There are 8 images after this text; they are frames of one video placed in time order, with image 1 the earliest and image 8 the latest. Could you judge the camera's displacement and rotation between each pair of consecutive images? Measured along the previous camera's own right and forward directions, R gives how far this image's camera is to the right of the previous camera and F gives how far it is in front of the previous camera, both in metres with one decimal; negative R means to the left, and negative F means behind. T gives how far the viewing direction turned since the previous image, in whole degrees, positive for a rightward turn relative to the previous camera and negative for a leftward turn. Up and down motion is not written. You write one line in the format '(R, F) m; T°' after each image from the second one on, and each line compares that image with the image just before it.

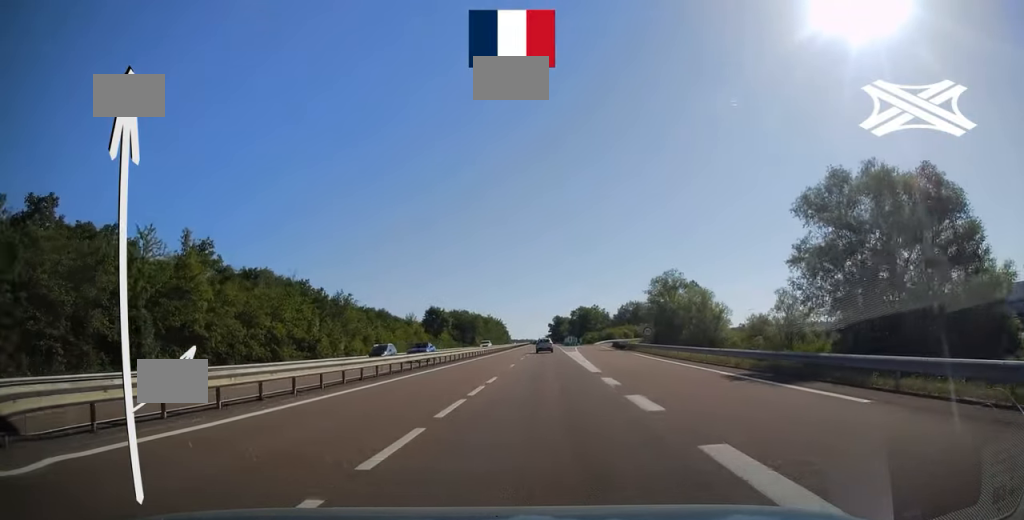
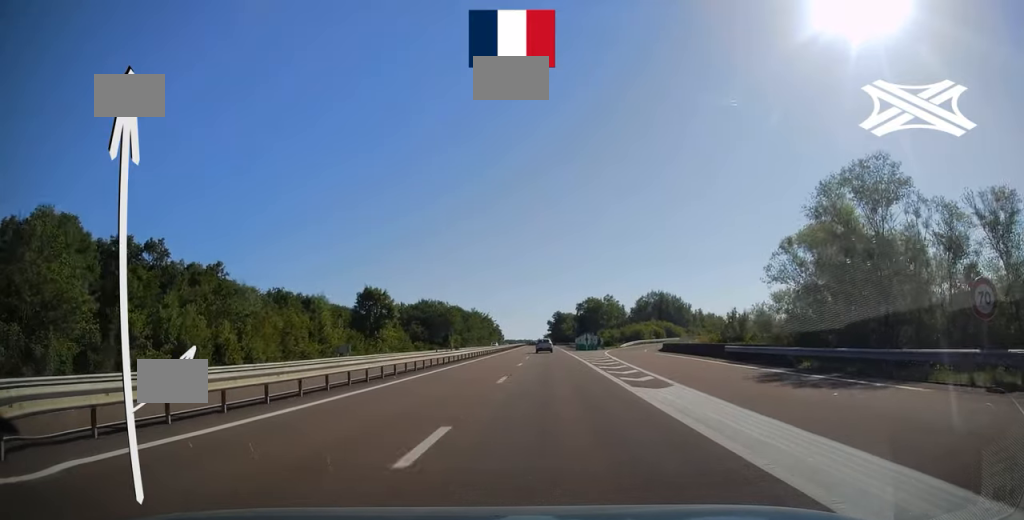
(-0.1, +50.4) m; 0°
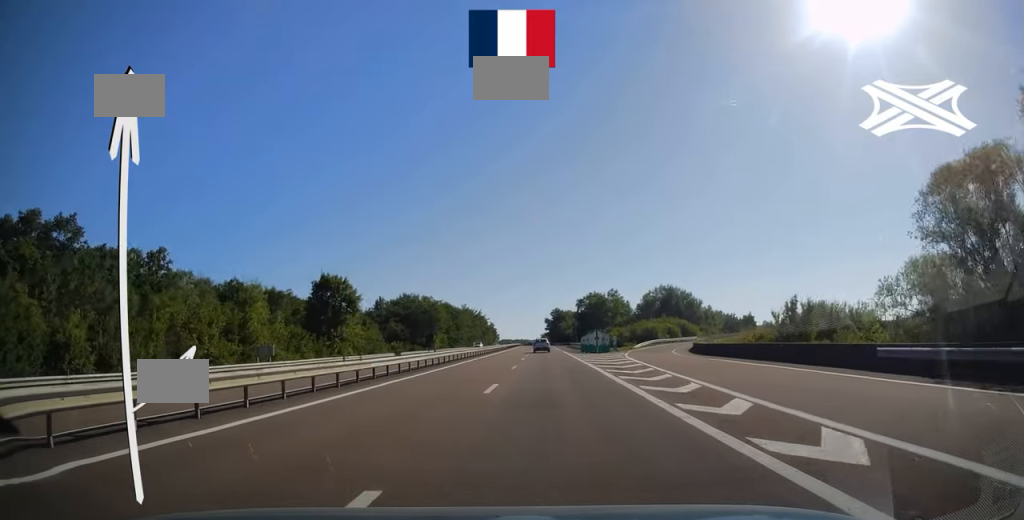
(0.0, +17.0) m; 0°
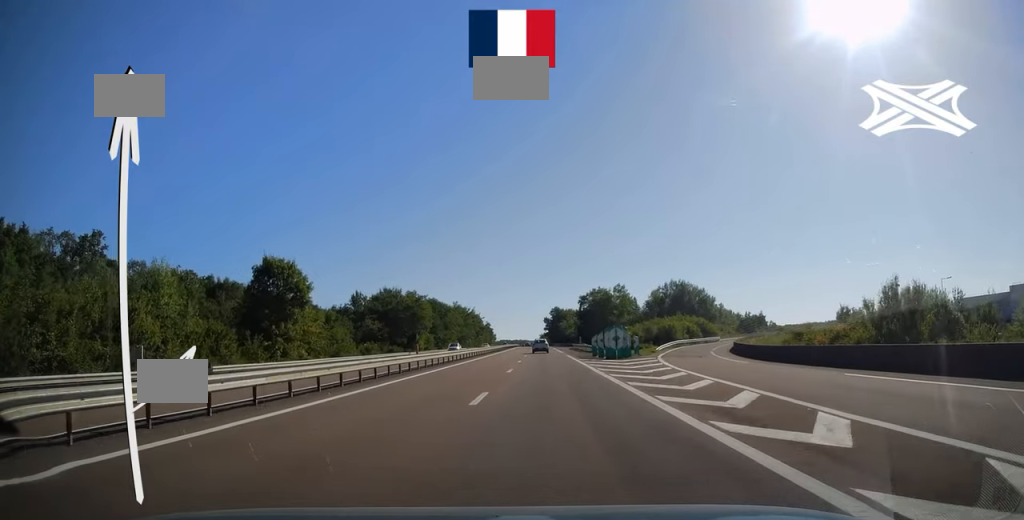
(0.0, +15.4) m; 0°
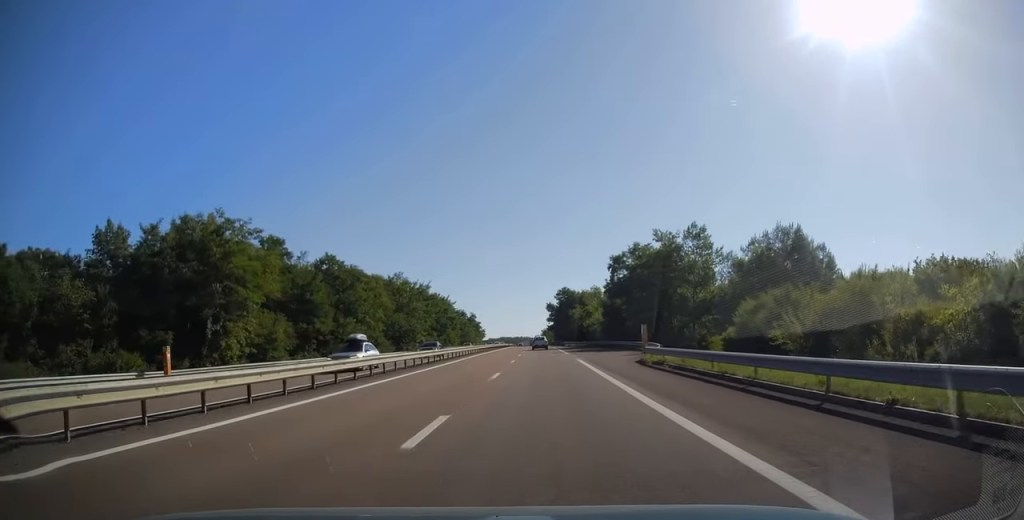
(+0.8, +69.8) m; 0°
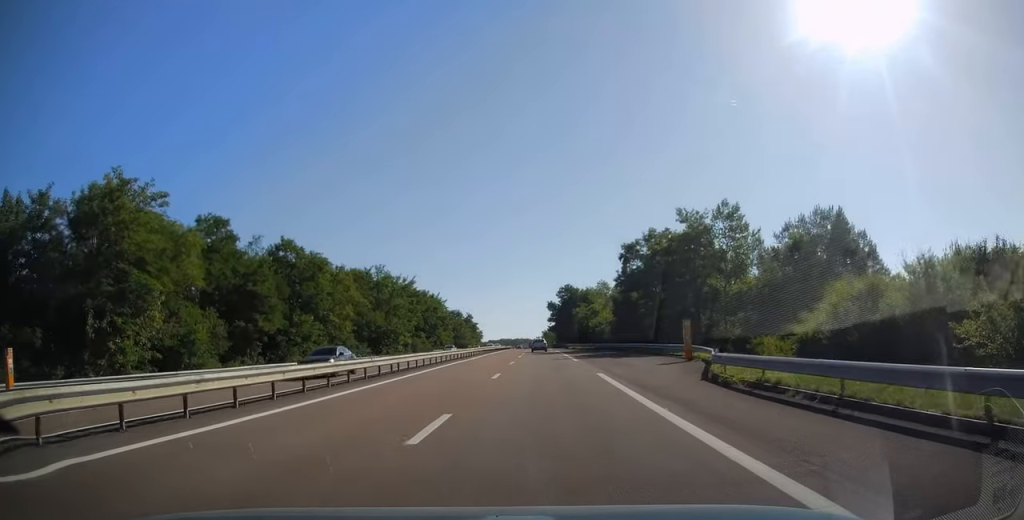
(0.0, +12.6) m; -1°
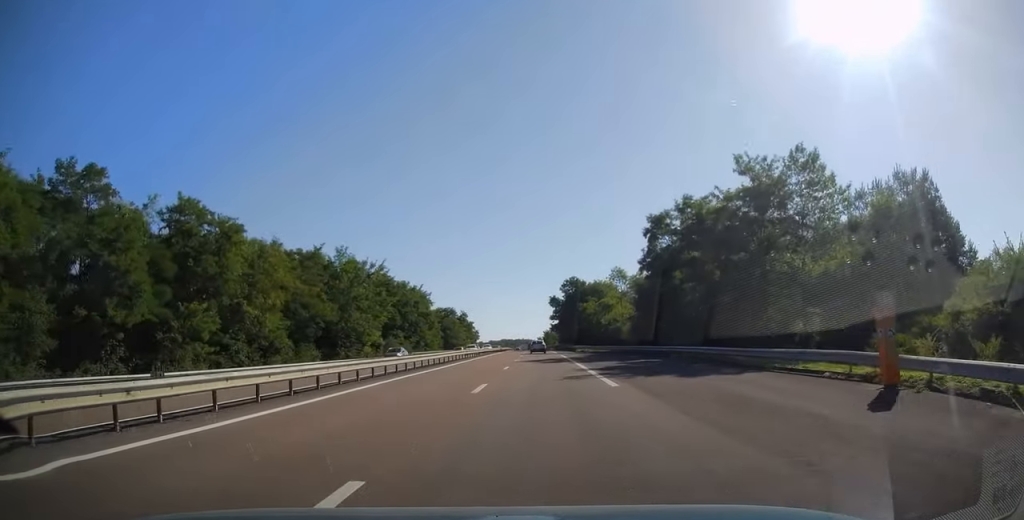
(-0.2, +18.2) m; 0°
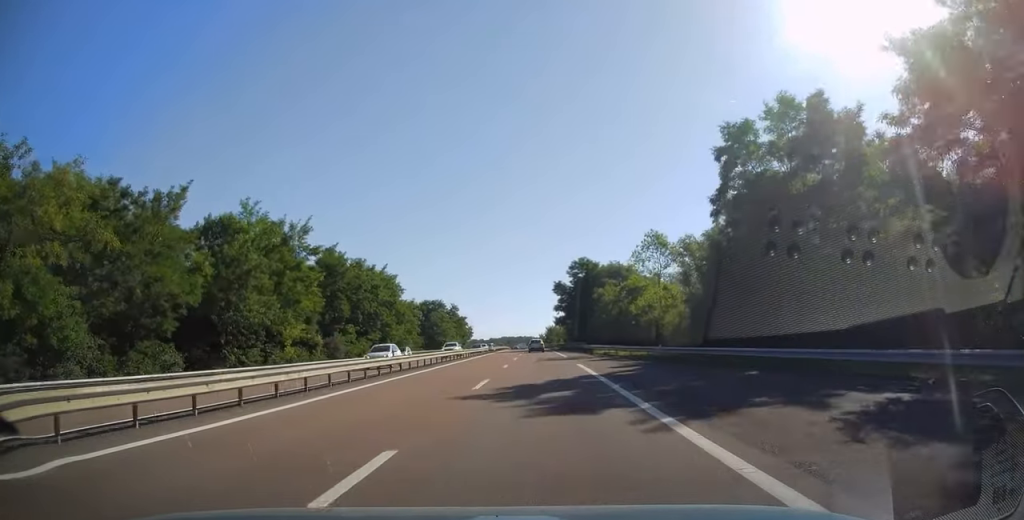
(-0.2, +24.8) m; 0°
